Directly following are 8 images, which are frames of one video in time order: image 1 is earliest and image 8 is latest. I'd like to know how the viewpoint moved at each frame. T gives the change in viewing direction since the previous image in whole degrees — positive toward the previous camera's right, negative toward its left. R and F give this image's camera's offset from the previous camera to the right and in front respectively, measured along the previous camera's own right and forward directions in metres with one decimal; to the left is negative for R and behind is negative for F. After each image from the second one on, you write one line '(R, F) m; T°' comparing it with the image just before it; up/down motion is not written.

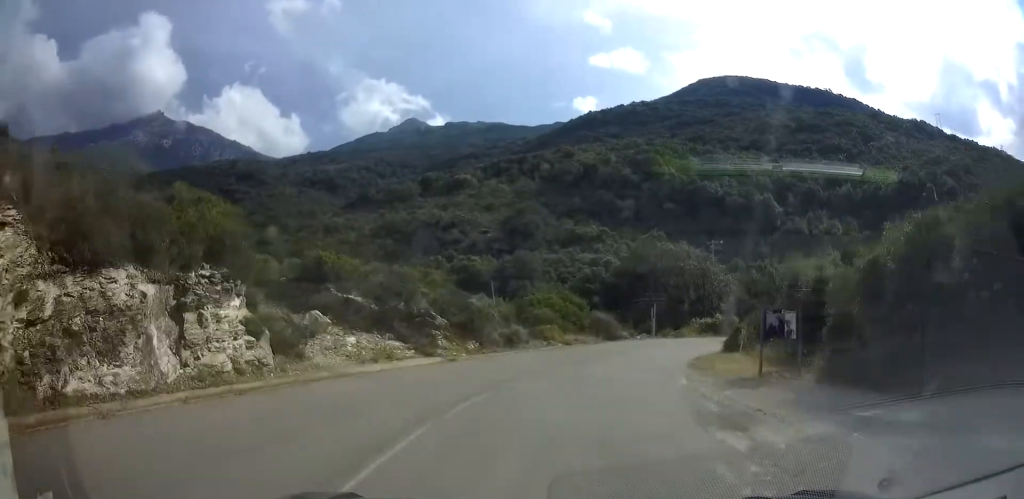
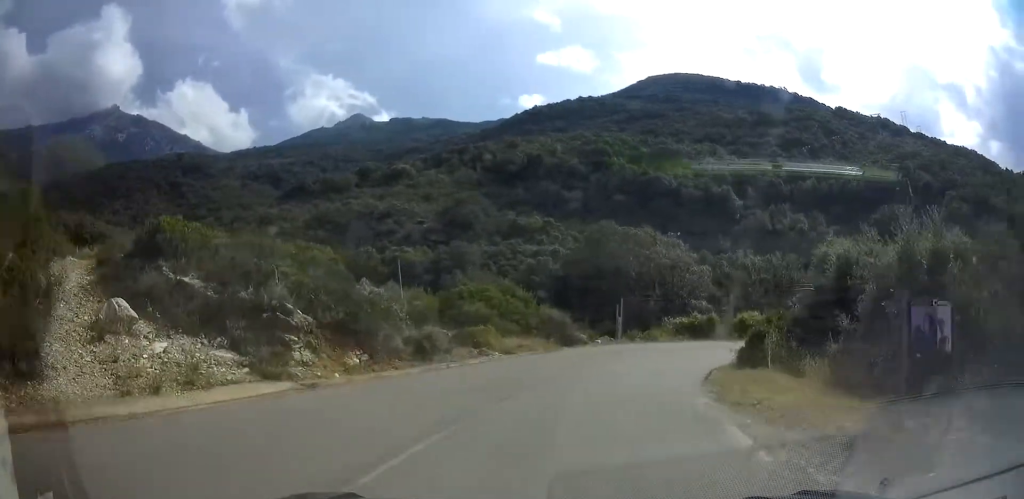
(+0.4, +8.6) m; +7°
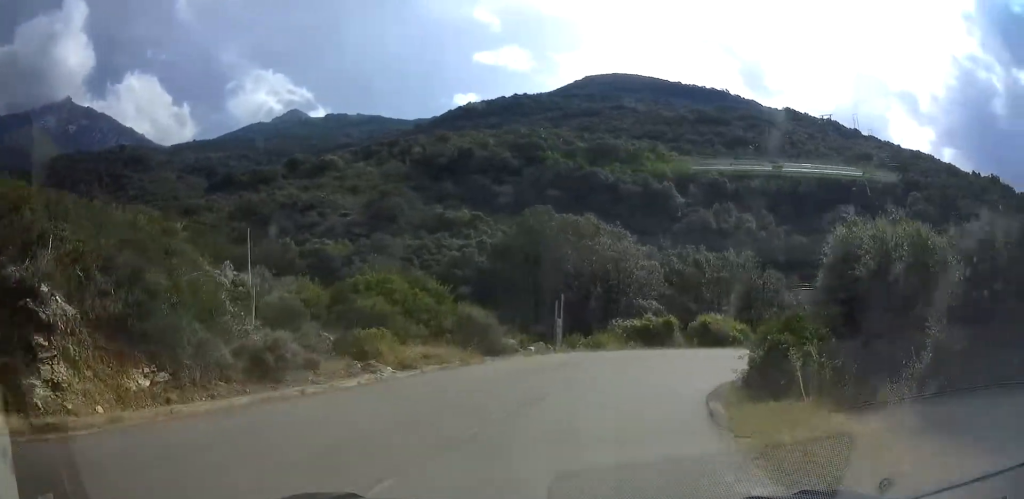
(+0.3, +6.2) m; +6°
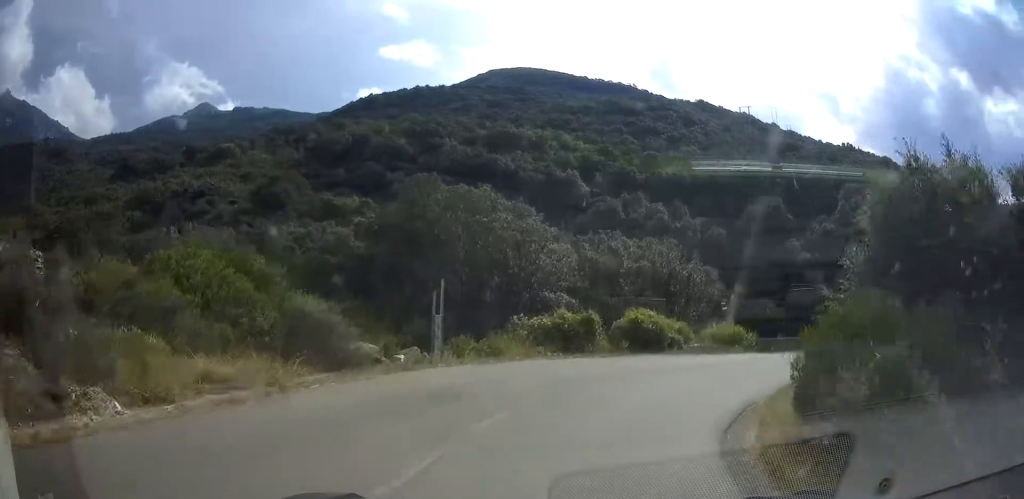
(+0.5, +7.1) m; +8°
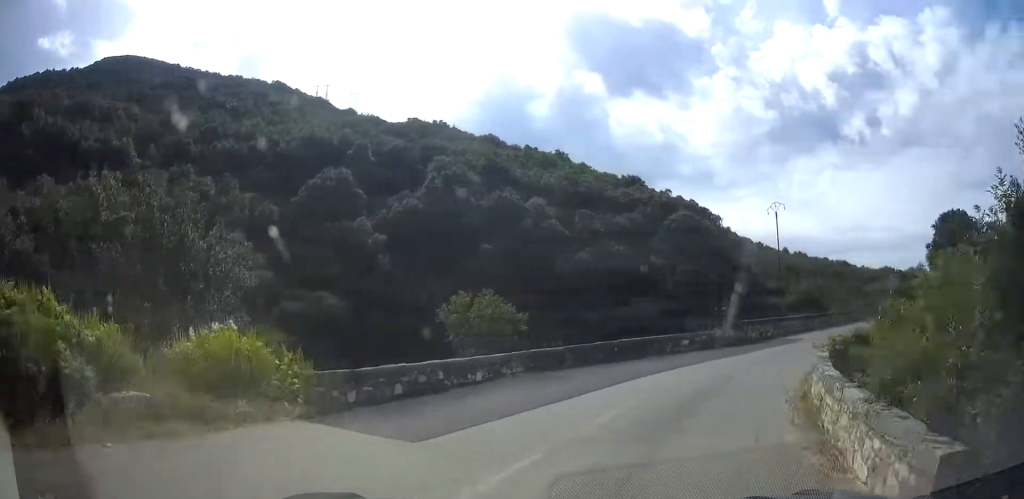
(+4.5, +18.2) m; +31°
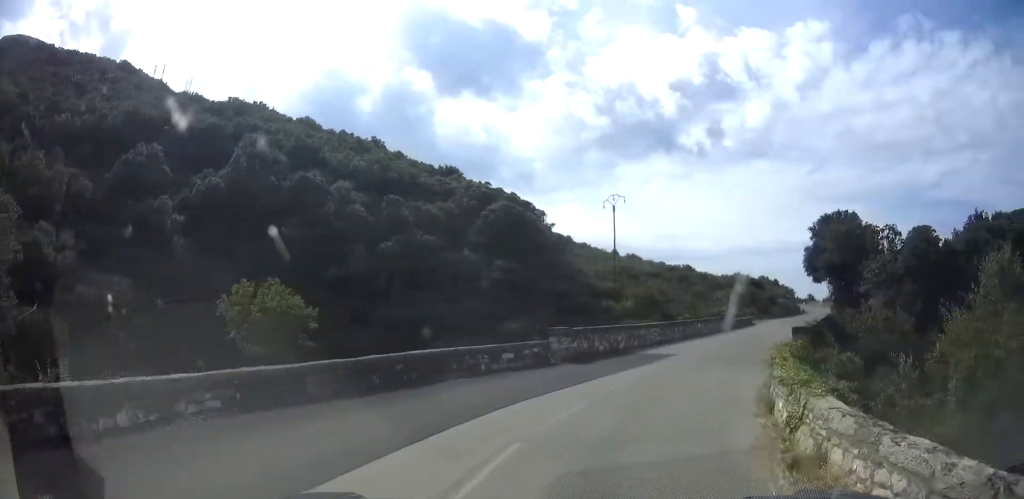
(+1.1, +7.9) m; +18°
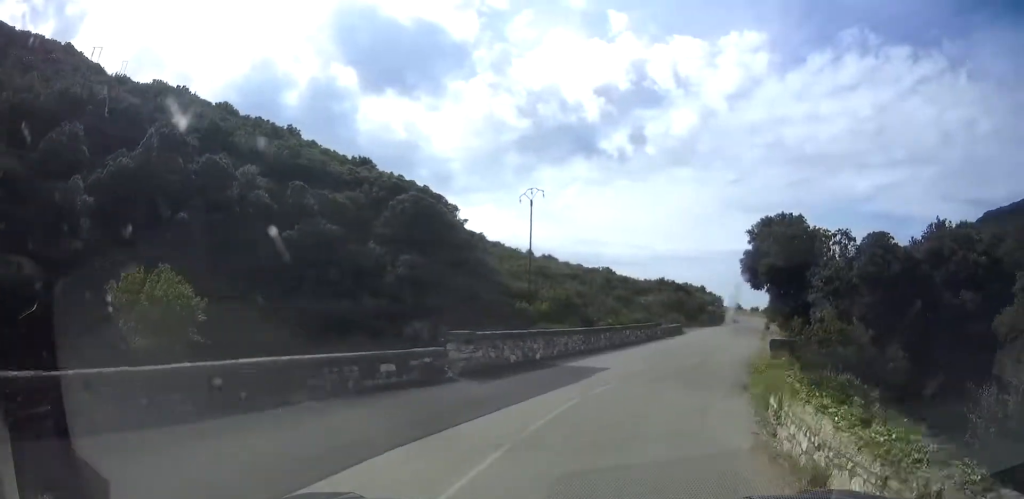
(+0.1, +4.6) m; +12°
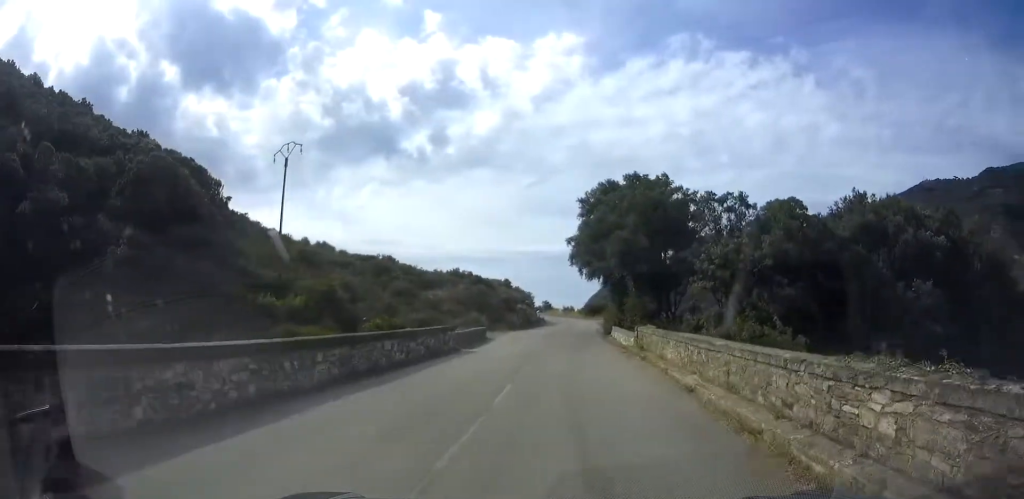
(+4.5, +14.4) m; +22°
